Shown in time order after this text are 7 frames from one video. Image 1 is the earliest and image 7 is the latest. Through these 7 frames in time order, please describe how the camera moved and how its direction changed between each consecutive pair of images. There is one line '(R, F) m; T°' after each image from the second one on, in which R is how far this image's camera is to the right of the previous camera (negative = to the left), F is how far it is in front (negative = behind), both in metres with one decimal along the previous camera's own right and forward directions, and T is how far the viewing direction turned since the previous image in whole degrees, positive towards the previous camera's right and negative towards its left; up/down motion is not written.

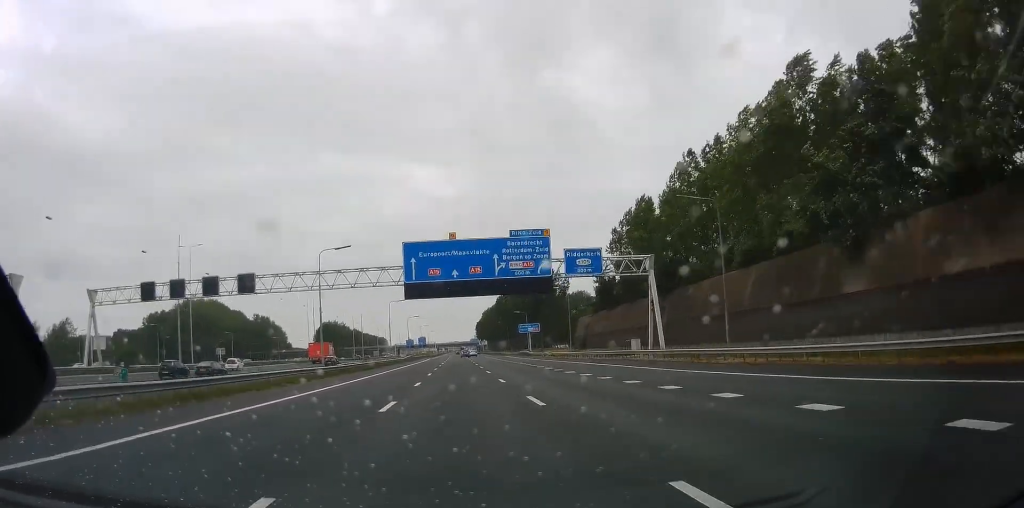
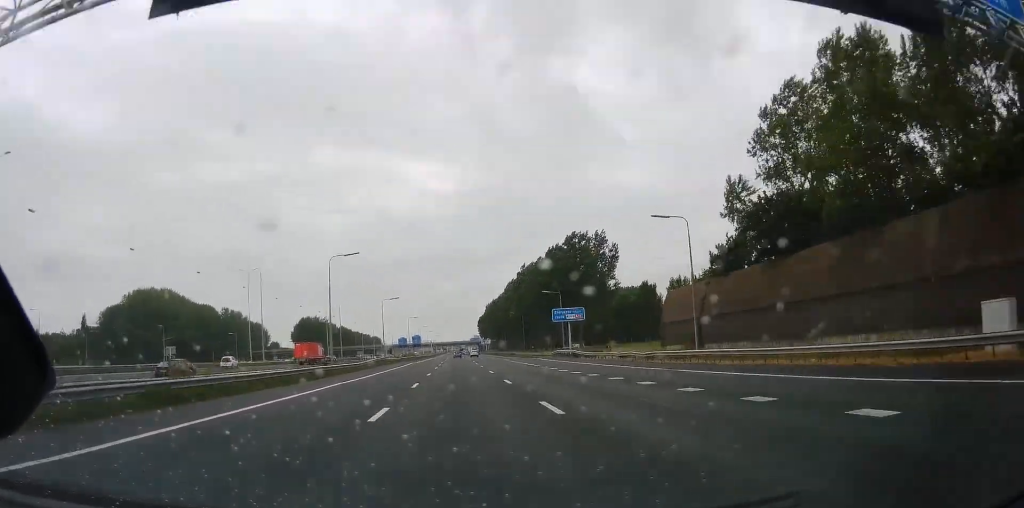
(+0.2, +50.3) m; 0°
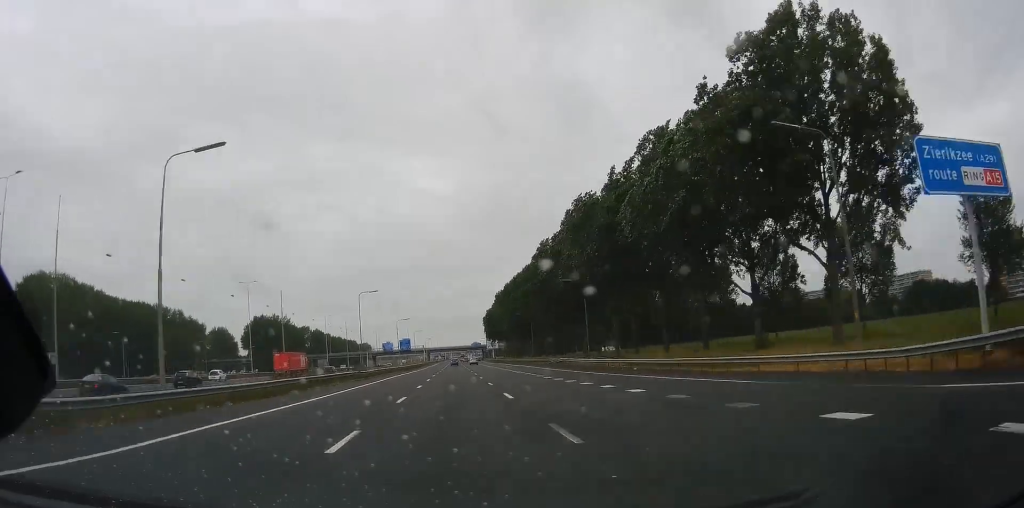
(-0.3, +76.5) m; 0°
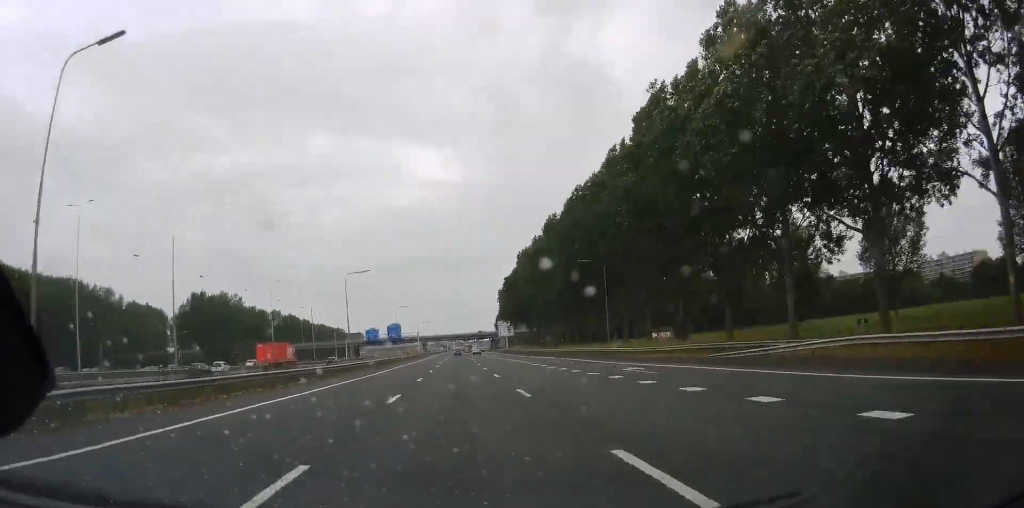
(+0.5, +65.4) m; +1°
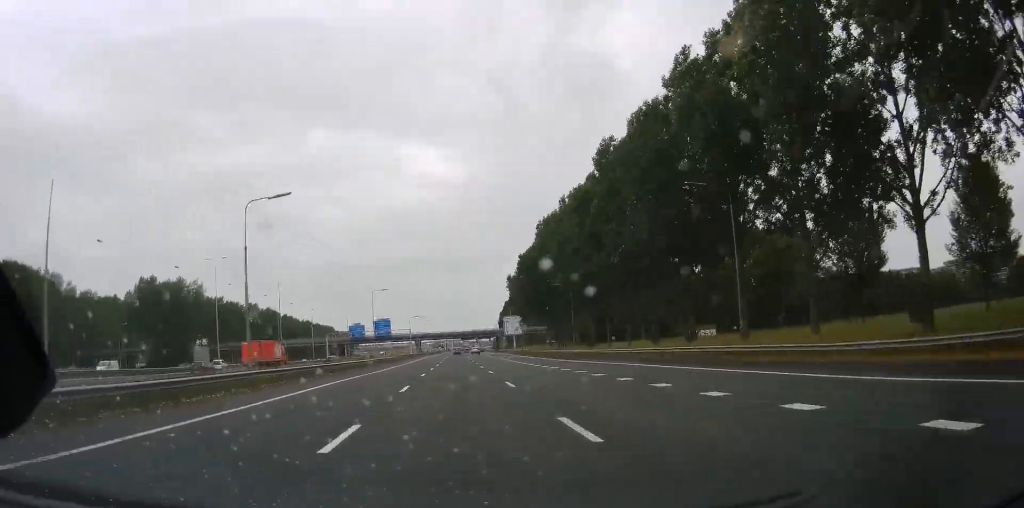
(+0.3, +33.7) m; 0°
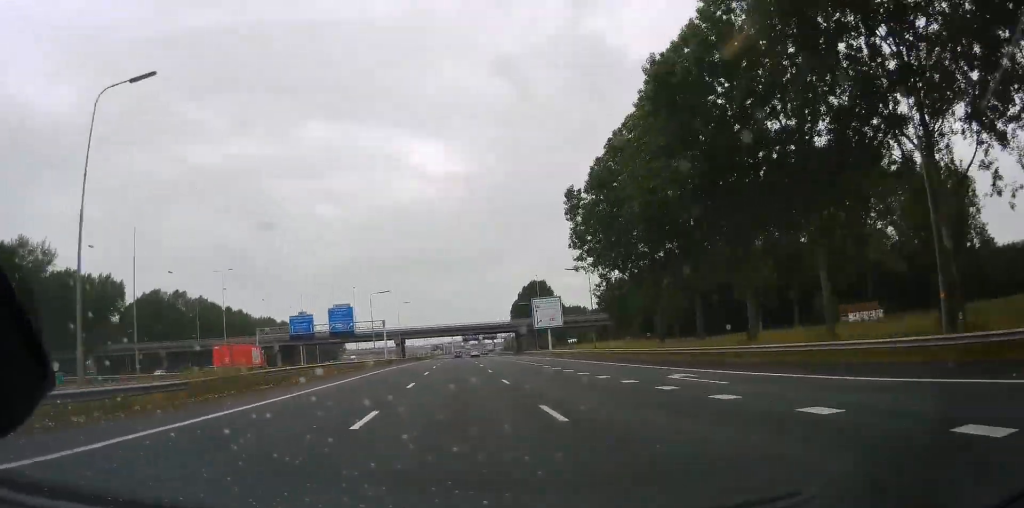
(0.0, +73.0) m; -1°
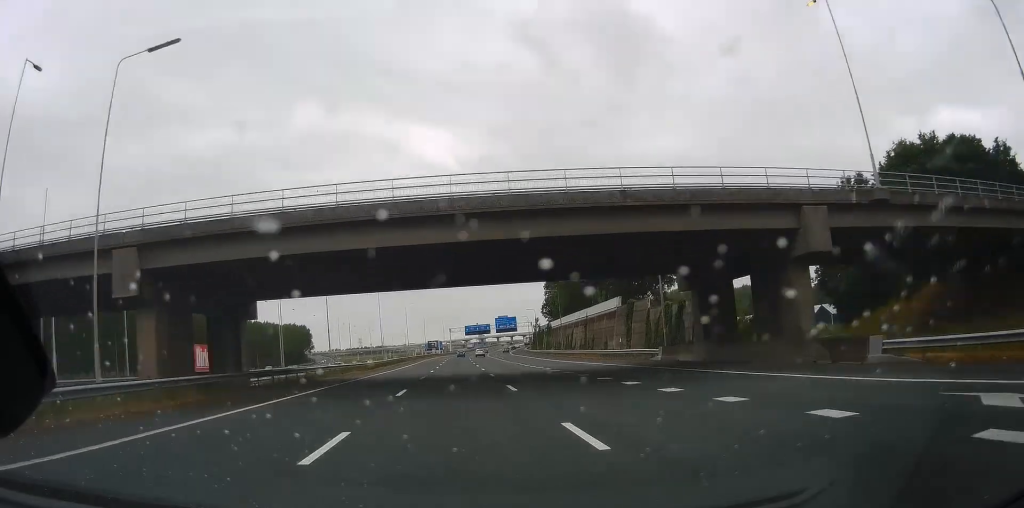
(-1.0, +115.7) m; -1°
